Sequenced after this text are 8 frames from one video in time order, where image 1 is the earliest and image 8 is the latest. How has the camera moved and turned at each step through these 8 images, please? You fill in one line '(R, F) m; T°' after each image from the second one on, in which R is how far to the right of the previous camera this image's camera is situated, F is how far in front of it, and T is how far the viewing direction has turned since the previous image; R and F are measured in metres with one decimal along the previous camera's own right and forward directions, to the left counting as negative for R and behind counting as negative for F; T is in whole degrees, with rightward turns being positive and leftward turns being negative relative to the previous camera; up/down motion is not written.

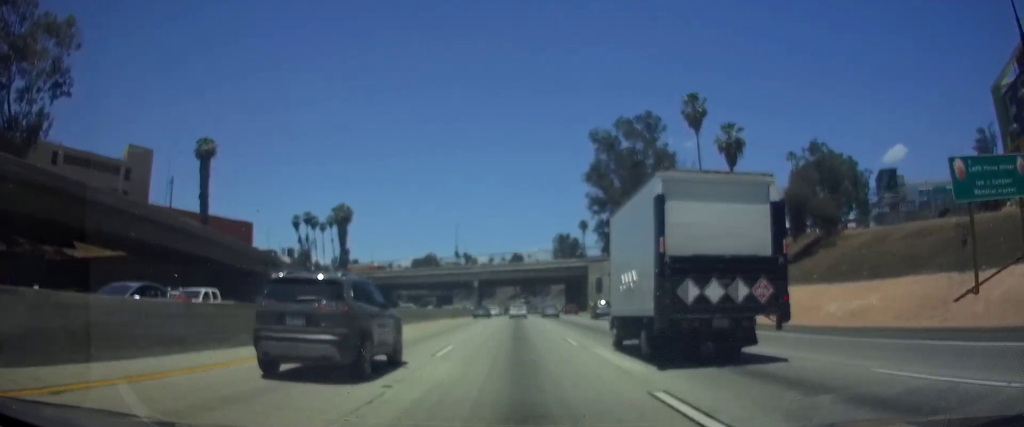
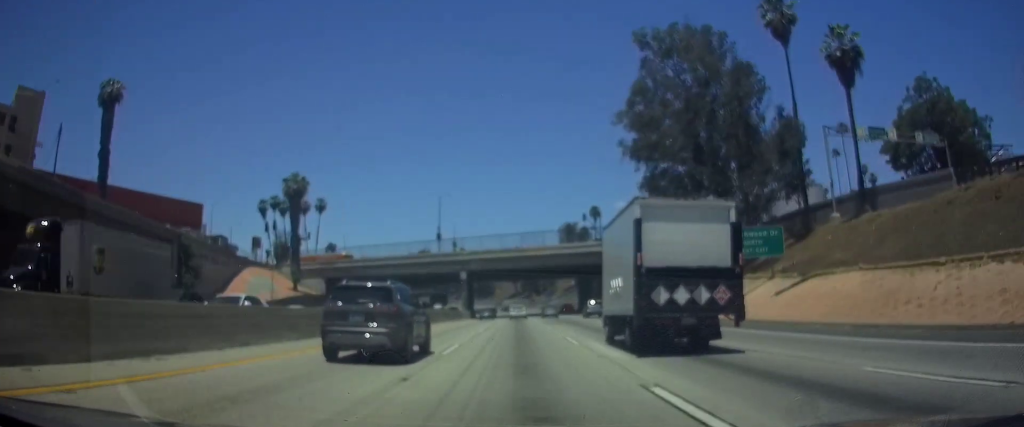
(0.0, +29.2) m; 0°
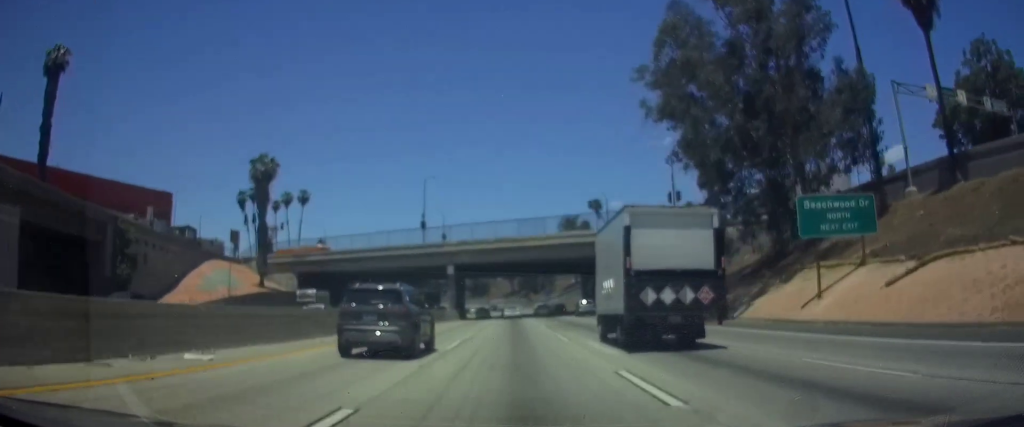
(0.0, +12.5) m; 0°
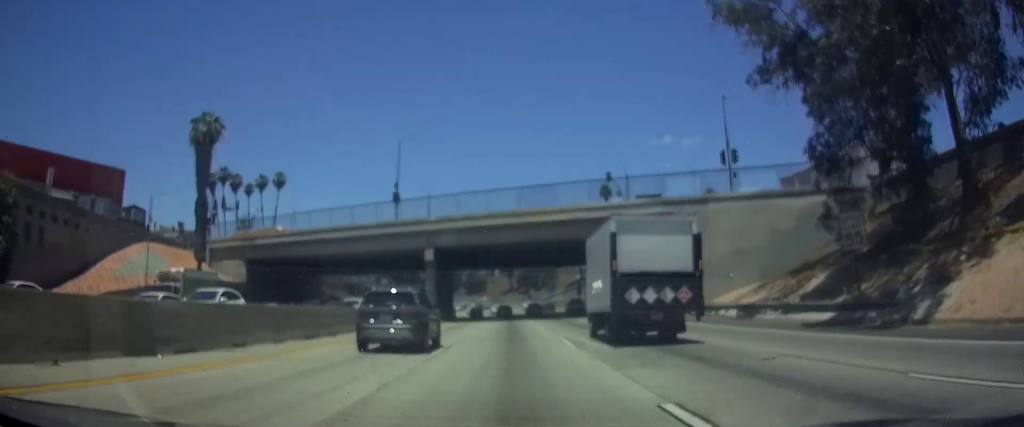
(0.0, +18.6) m; 0°
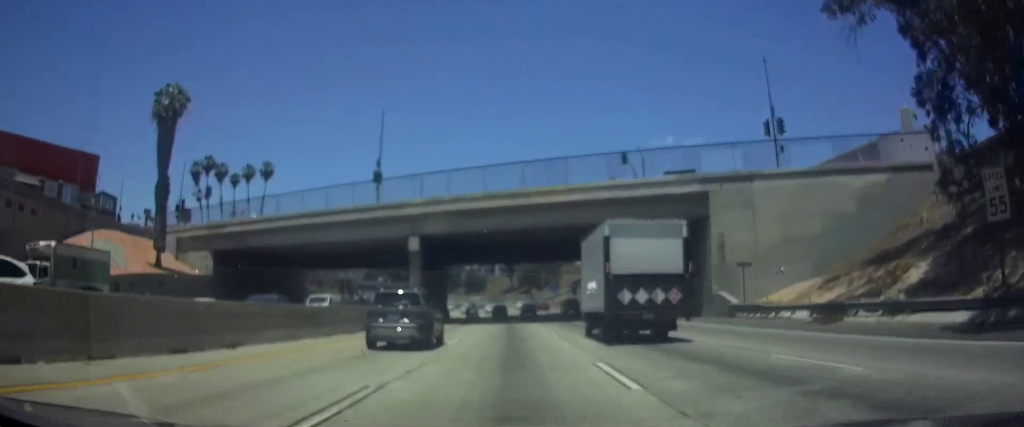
(0.0, +9.4) m; 0°
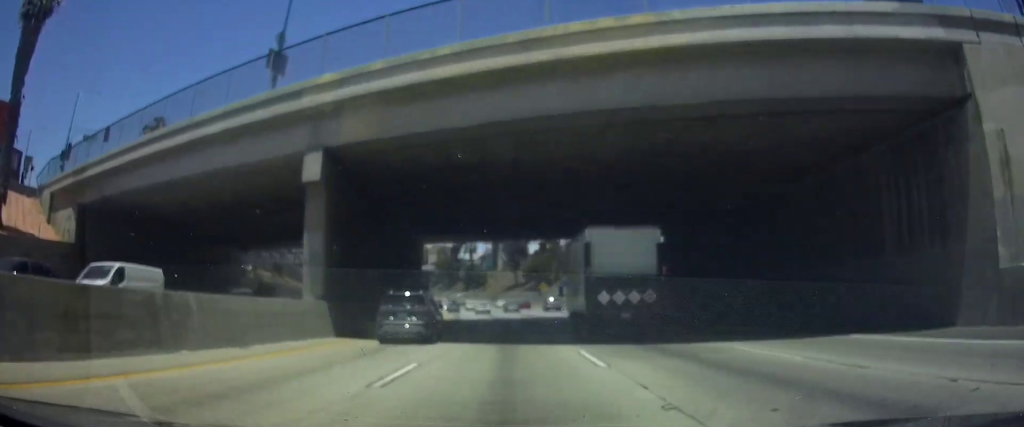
(0.0, +25.7) m; 0°
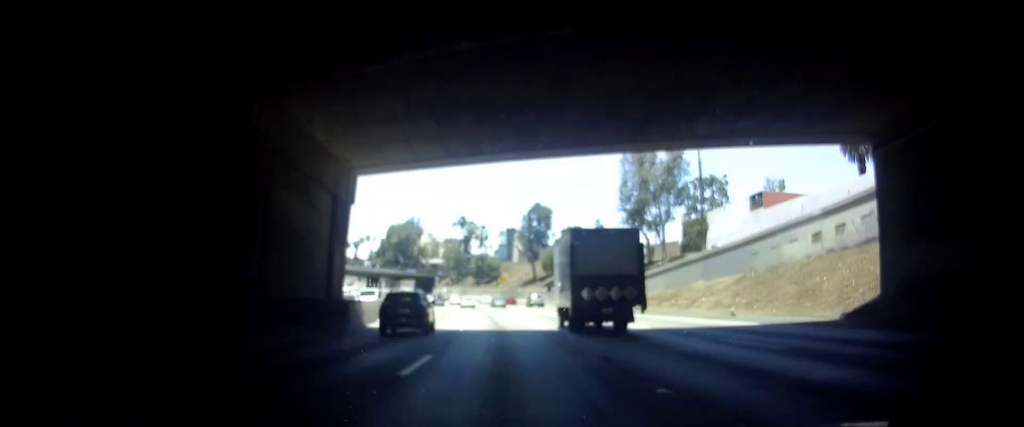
(-0.2, +28.0) m; -1°
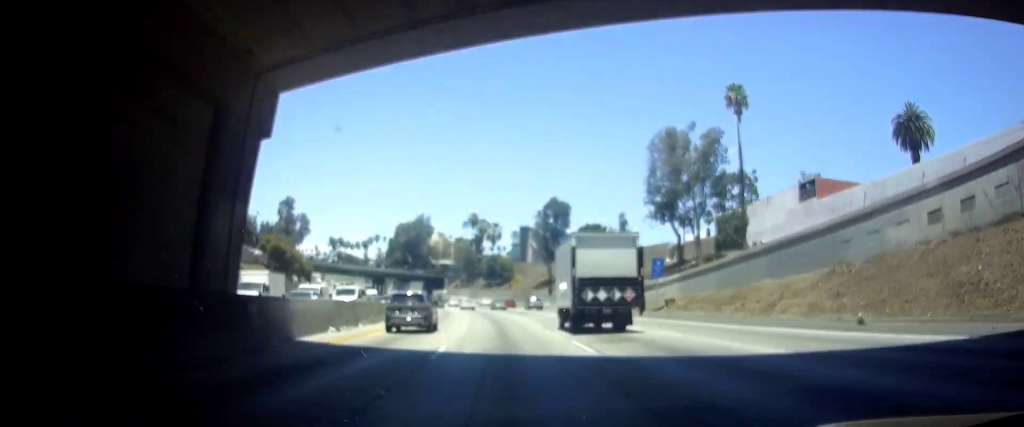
(0.0, +11.7) m; -1°
